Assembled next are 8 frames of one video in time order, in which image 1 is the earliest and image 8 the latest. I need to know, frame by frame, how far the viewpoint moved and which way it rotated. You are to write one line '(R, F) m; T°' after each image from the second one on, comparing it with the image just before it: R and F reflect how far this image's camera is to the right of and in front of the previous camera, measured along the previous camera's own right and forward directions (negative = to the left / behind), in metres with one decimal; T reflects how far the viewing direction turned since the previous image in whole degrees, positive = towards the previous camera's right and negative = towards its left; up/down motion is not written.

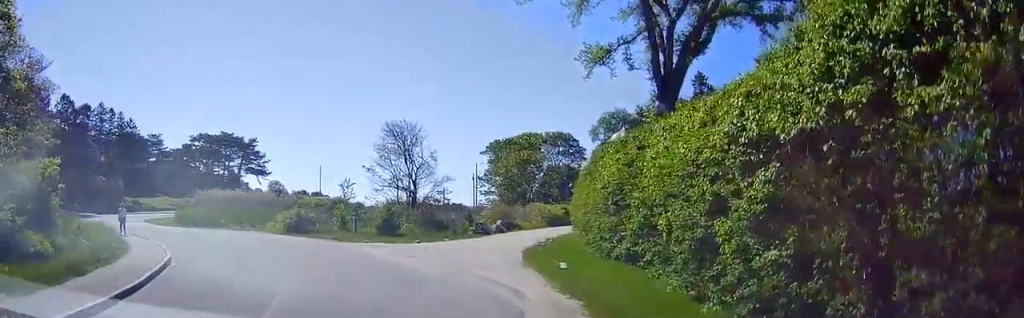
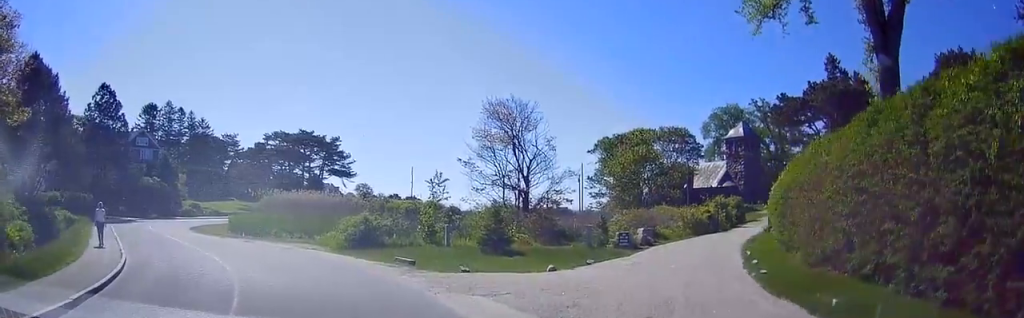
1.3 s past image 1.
(-1.2, +10.8) m; -8°
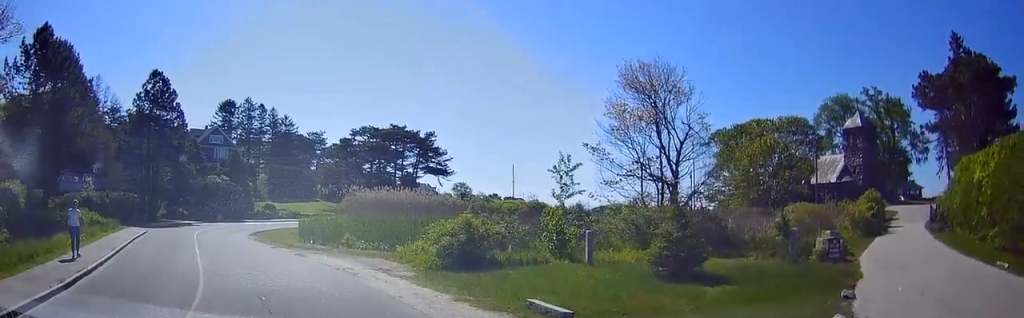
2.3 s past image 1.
(-0.2, +8.4) m; -7°
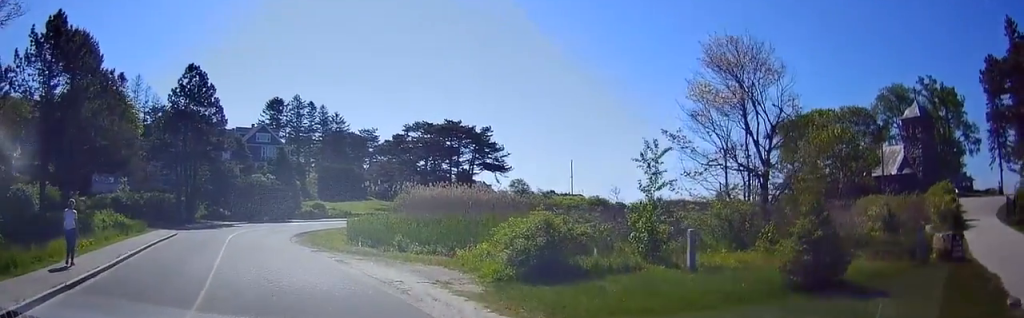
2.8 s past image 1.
(-0.1, +3.5) m; -5°
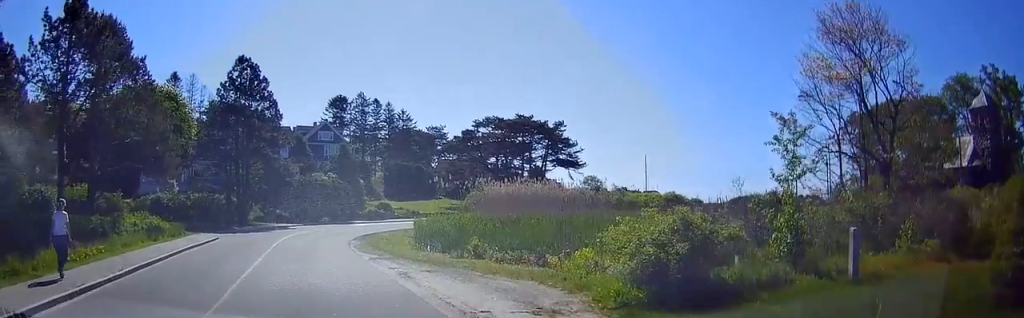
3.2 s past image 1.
(-0.1, +3.9) m; -6°
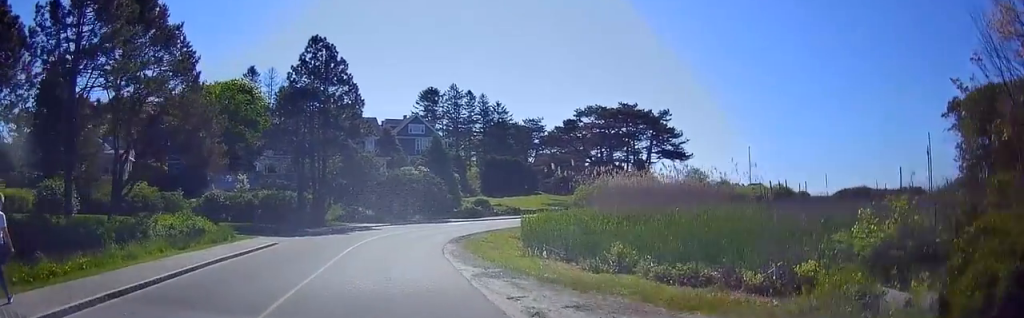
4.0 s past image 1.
(-0.6, +6.3) m; -9°
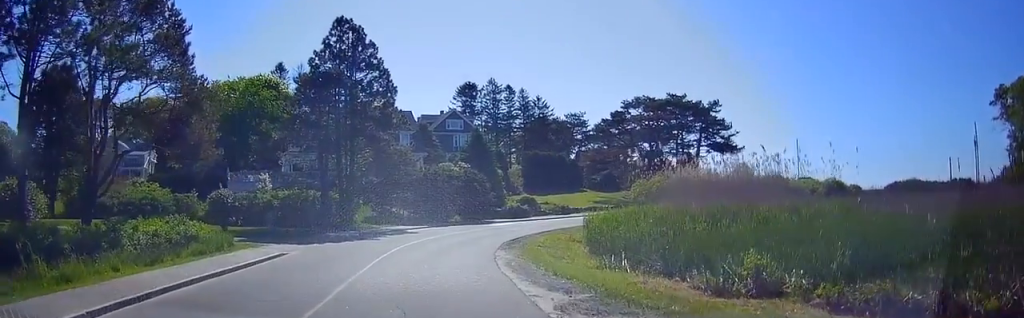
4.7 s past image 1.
(-0.3, +4.9) m; 0°
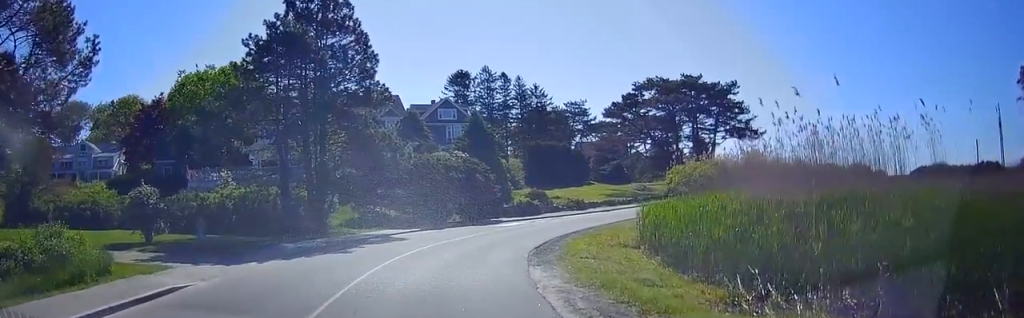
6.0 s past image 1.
(+0.3, +8.5) m; +6°
